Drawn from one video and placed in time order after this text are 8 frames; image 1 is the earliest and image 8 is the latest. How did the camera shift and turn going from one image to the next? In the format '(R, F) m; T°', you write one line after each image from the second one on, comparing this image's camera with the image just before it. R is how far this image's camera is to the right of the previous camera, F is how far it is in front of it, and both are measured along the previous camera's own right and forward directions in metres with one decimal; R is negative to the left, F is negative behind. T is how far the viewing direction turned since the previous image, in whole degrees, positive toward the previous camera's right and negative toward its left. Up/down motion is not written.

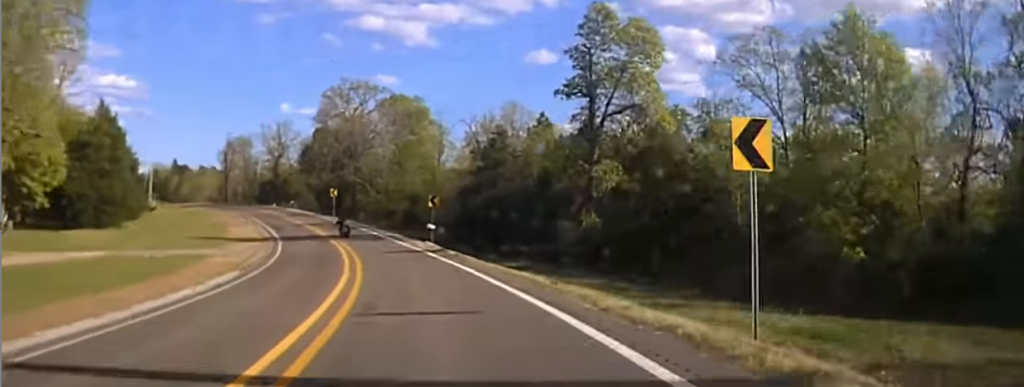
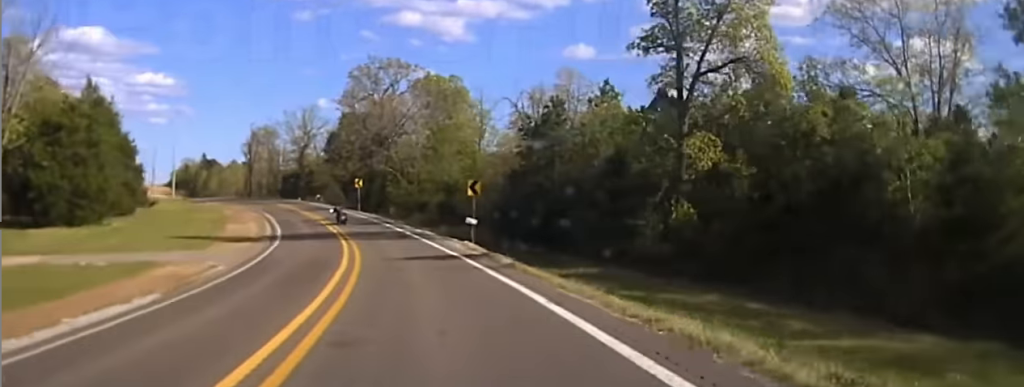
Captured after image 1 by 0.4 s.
(-0.7, +13.9) m; -4°
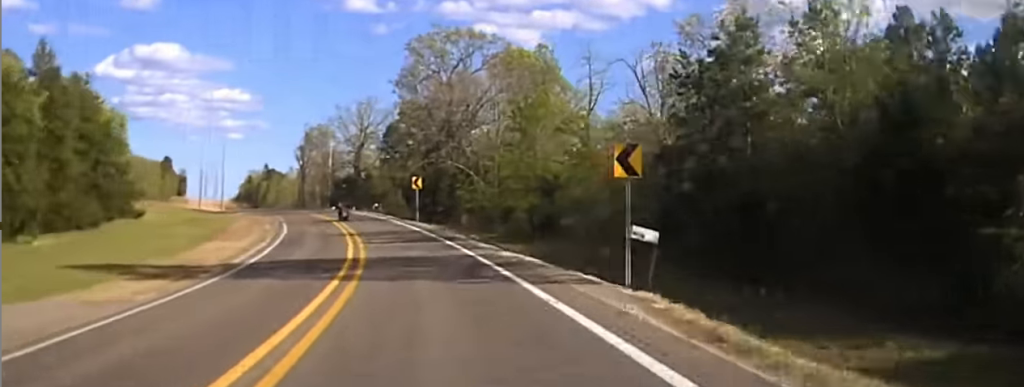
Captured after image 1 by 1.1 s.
(-1.3, +23.2) m; -6°
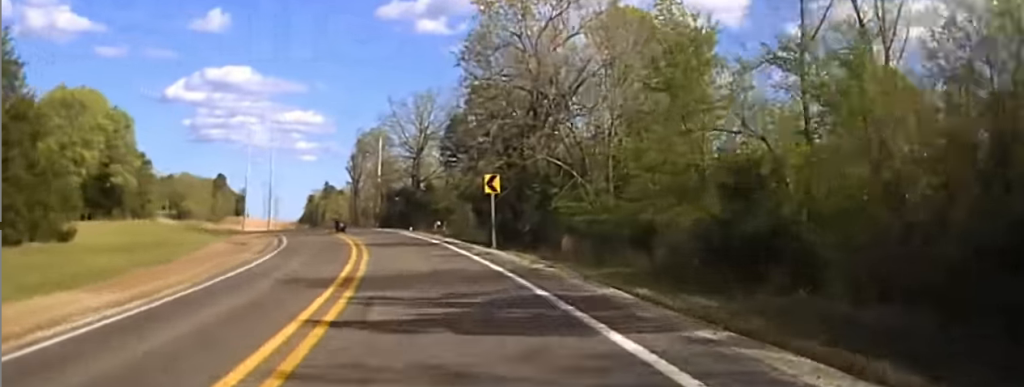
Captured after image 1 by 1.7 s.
(0.0, +22.2) m; -6°
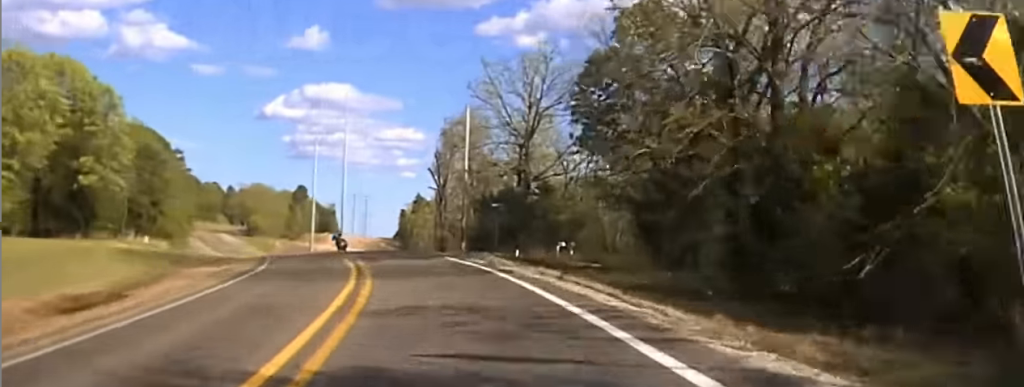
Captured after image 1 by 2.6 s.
(-3.1, +31.8) m; -5°
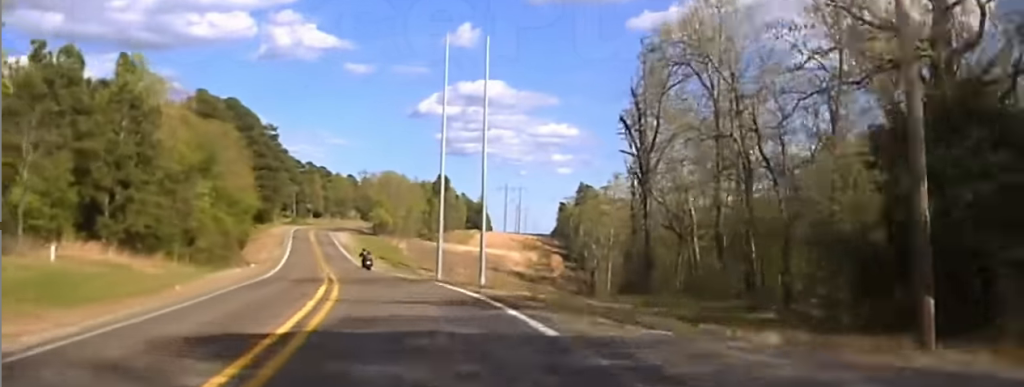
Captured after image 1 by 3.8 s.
(-0.9, +41.8) m; -7°
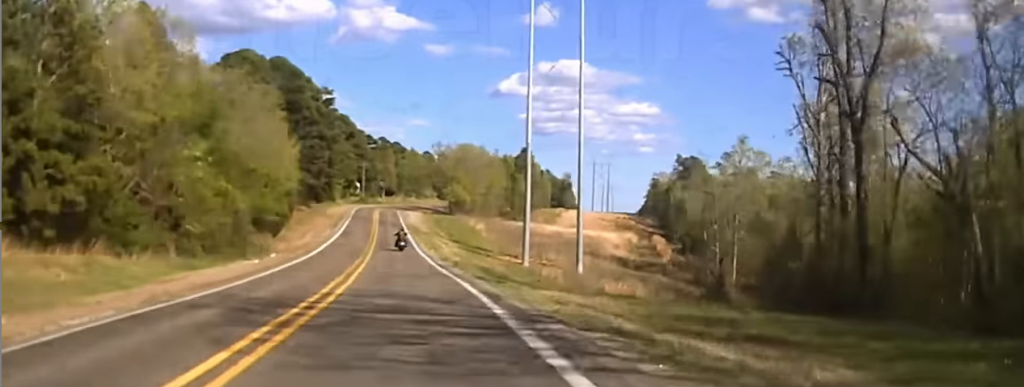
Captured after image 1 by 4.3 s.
(-1.8, +19.3) m; -5°
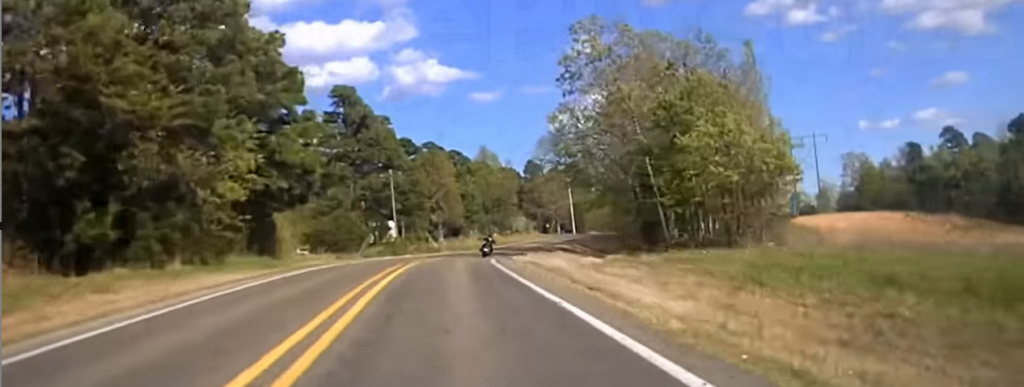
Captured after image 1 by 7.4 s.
(-8.7, +112.2) m; -3°
